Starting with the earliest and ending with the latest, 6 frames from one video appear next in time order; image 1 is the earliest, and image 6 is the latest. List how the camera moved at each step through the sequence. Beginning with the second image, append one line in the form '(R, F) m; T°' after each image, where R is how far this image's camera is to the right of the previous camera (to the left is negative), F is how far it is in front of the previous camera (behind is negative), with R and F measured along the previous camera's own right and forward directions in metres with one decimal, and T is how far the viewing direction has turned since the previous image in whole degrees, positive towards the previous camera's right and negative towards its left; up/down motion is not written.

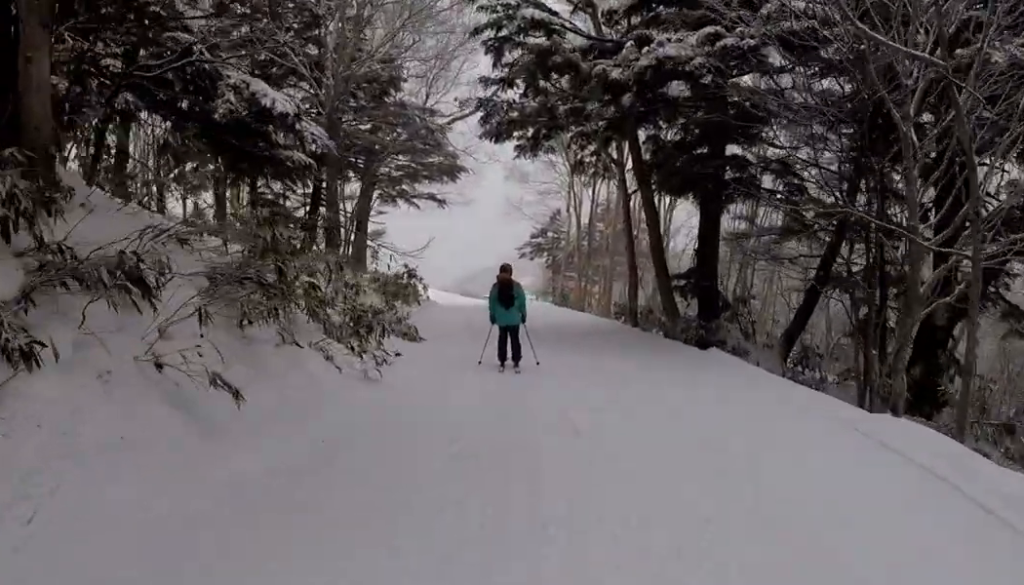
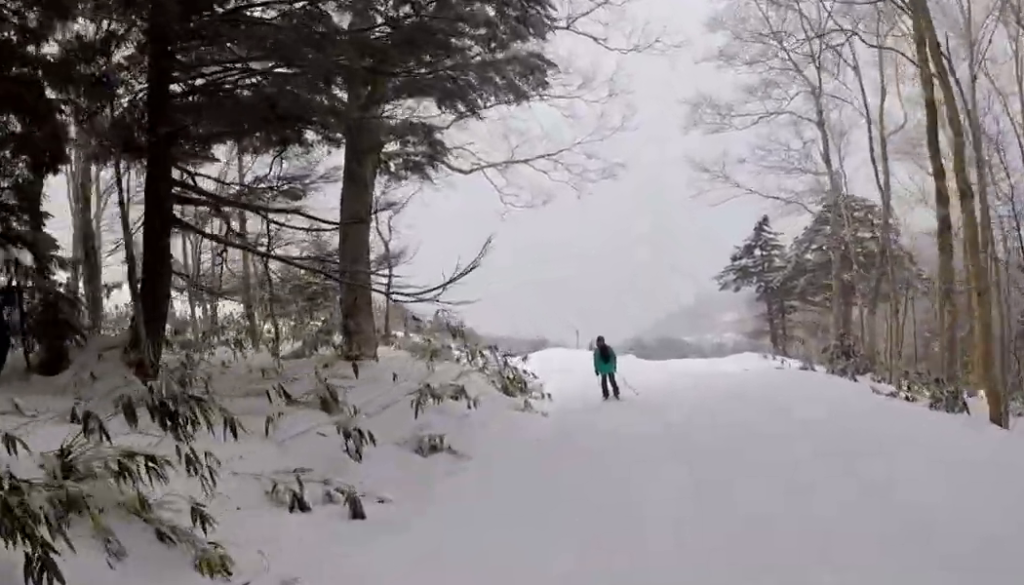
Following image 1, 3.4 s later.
(-1.5, +22.7) m; -1°
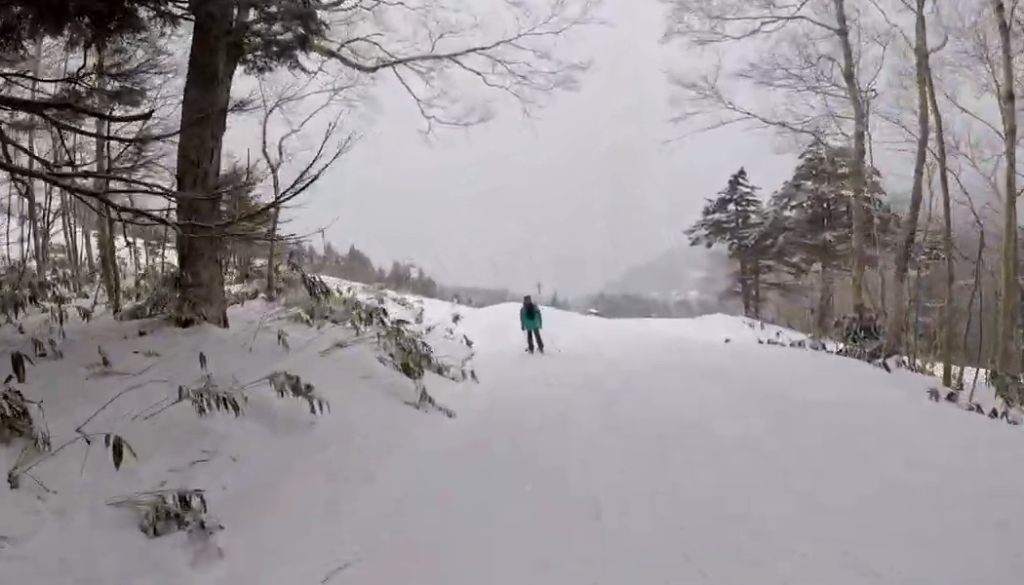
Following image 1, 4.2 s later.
(+0.9, +4.8) m; -2°
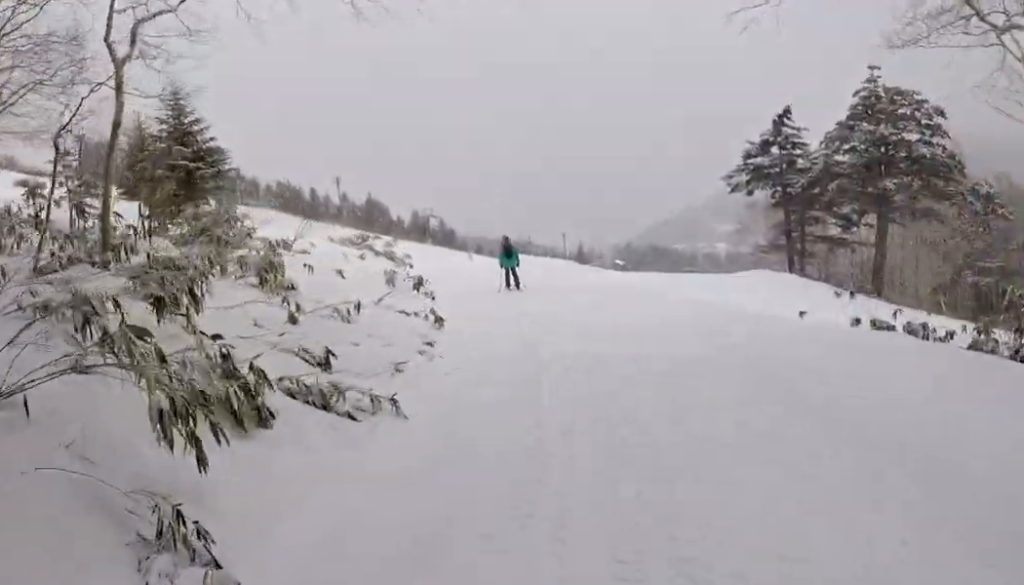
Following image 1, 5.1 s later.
(-1.5, +5.7) m; -16°
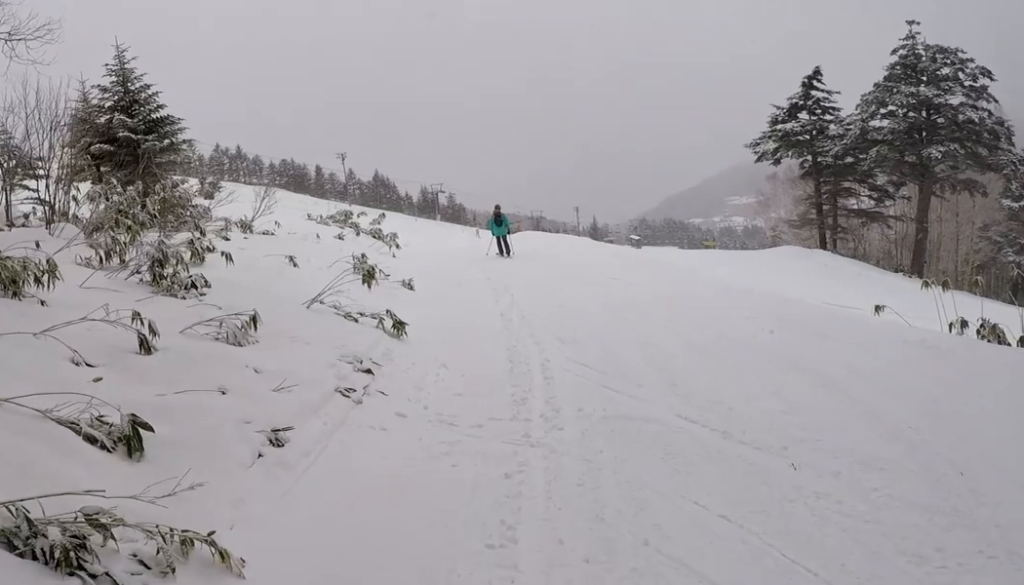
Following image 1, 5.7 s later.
(-0.1, +3.4) m; -1°
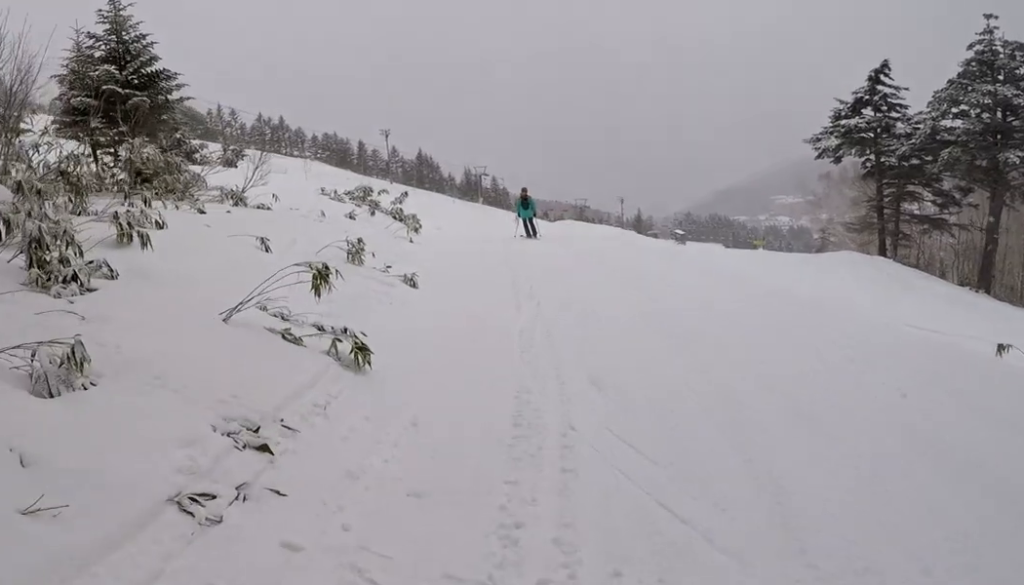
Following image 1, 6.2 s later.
(0.0, +2.8) m; -1°
